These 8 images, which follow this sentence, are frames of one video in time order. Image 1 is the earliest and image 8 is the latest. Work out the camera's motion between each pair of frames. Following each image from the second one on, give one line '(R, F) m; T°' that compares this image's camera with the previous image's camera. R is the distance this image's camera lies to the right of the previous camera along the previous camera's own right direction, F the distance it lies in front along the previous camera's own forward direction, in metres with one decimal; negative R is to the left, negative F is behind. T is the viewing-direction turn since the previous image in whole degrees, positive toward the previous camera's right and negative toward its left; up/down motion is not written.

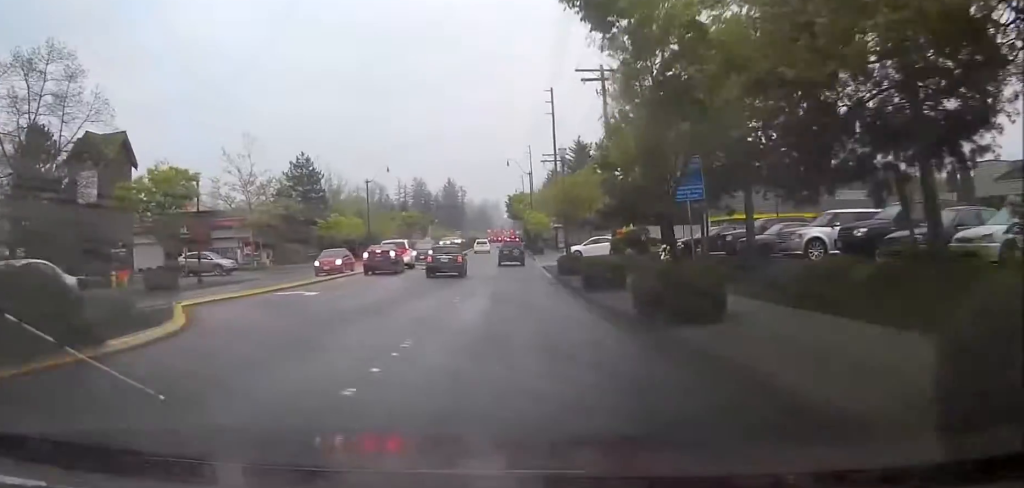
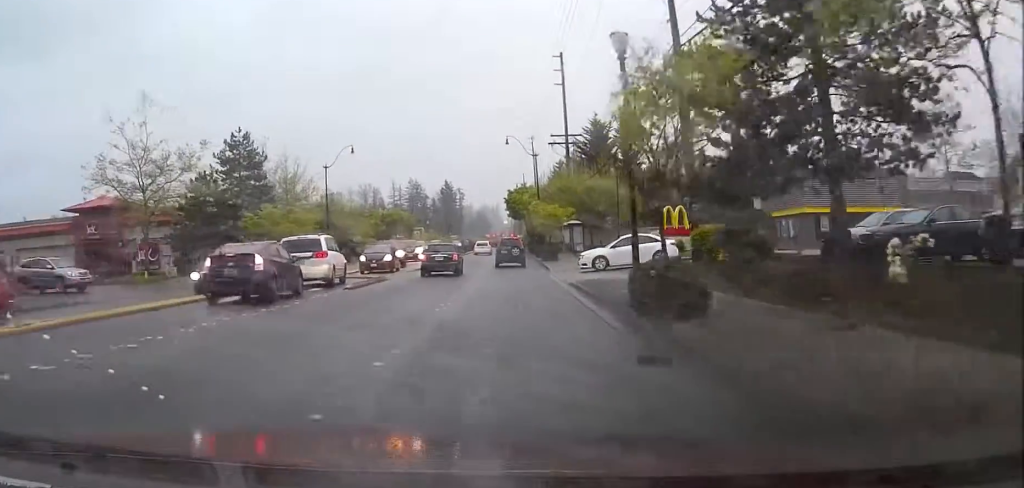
(-0.1, +20.5) m; -1°
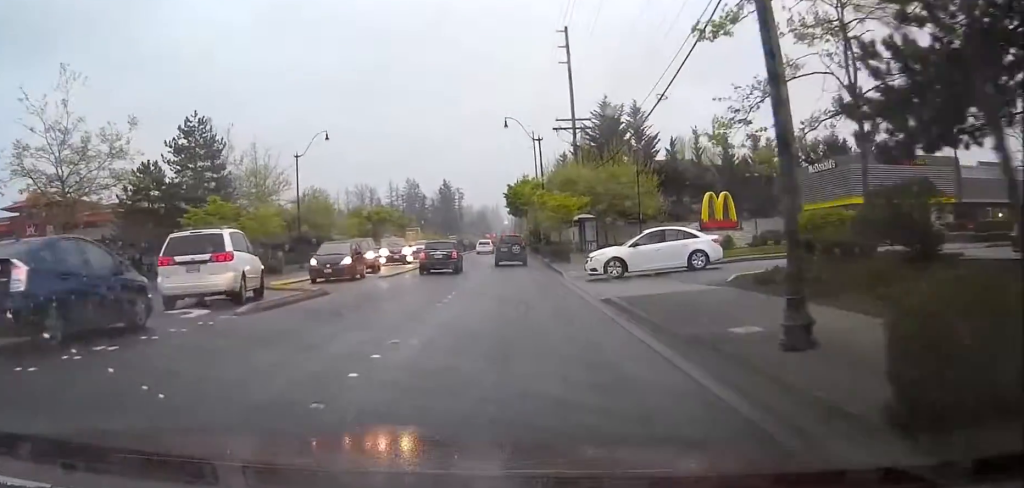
(0.0, +9.7) m; 0°
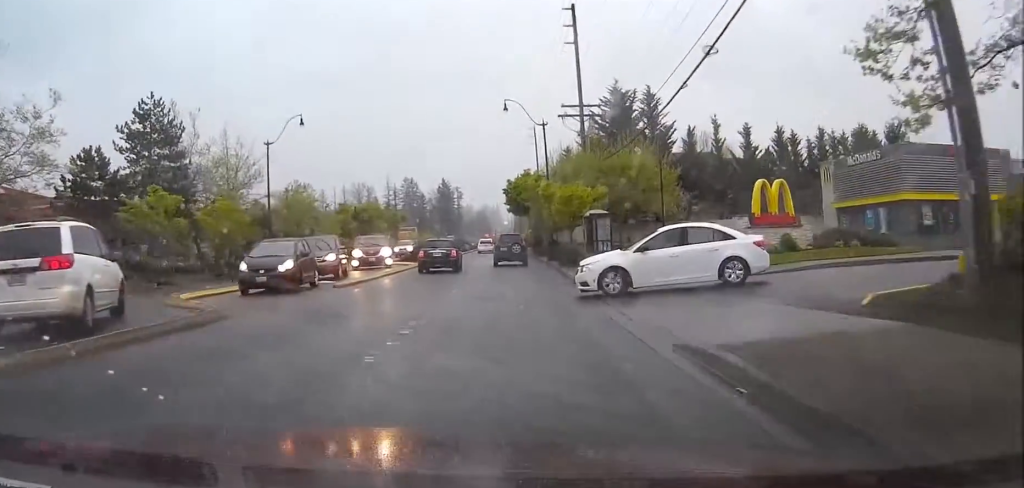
(0.0, +7.7) m; 0°
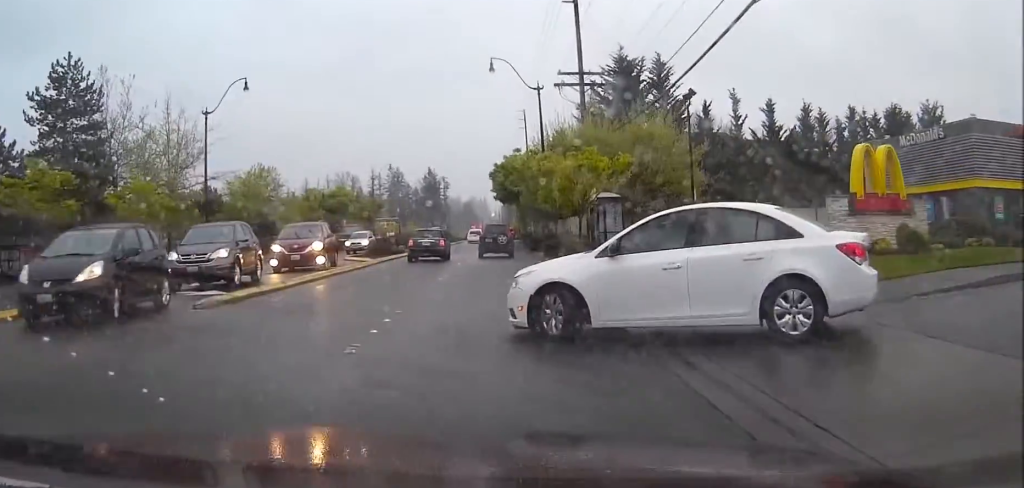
(+0.1, +10.0) m; -2°
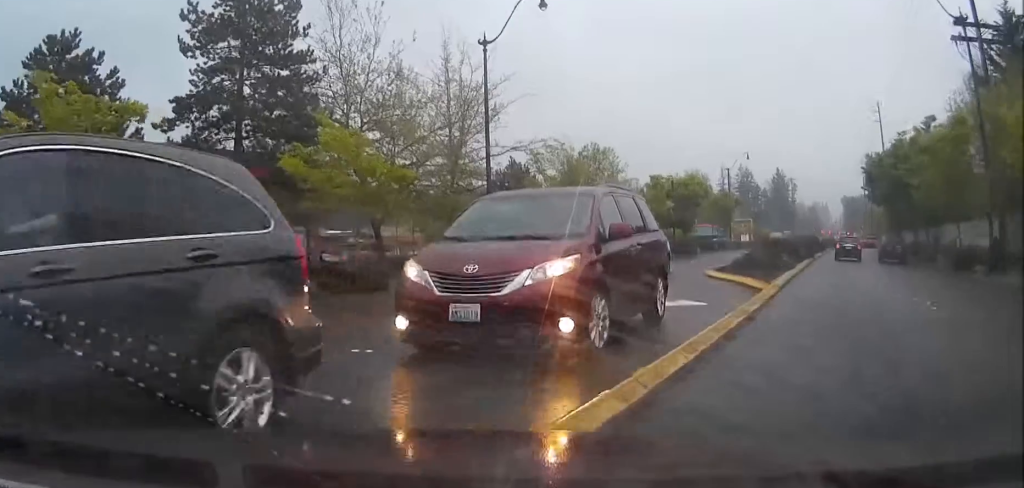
(-2.0, +17.9) m; -14°
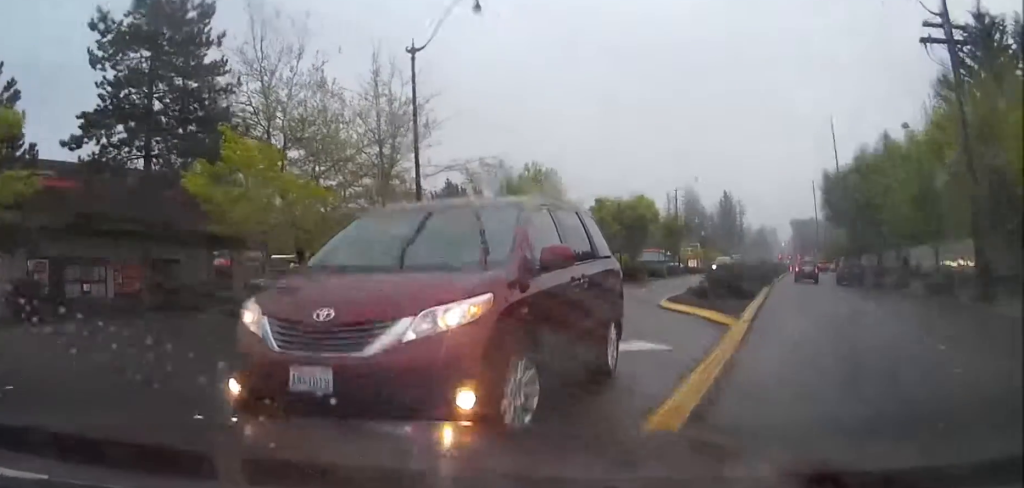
(-0.4, +3.7) m; -3°
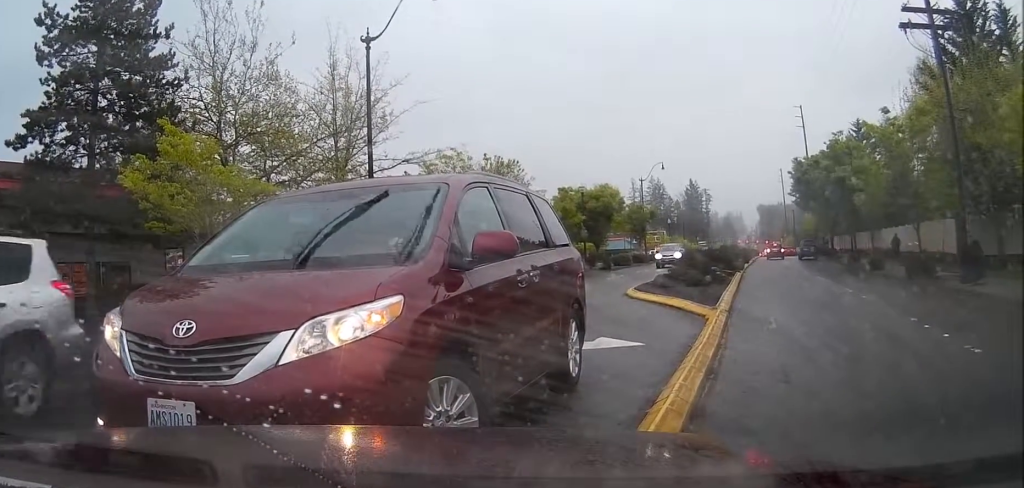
(+0.4, +3.6) m; +7°
